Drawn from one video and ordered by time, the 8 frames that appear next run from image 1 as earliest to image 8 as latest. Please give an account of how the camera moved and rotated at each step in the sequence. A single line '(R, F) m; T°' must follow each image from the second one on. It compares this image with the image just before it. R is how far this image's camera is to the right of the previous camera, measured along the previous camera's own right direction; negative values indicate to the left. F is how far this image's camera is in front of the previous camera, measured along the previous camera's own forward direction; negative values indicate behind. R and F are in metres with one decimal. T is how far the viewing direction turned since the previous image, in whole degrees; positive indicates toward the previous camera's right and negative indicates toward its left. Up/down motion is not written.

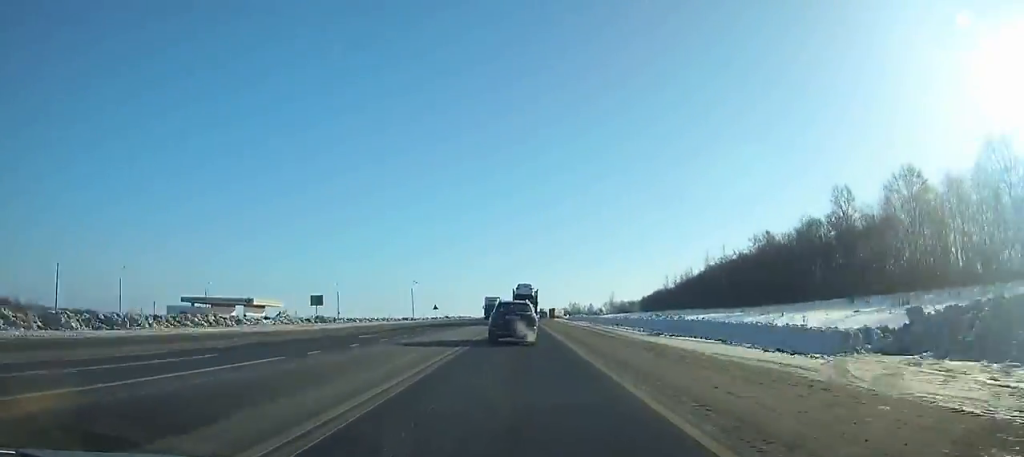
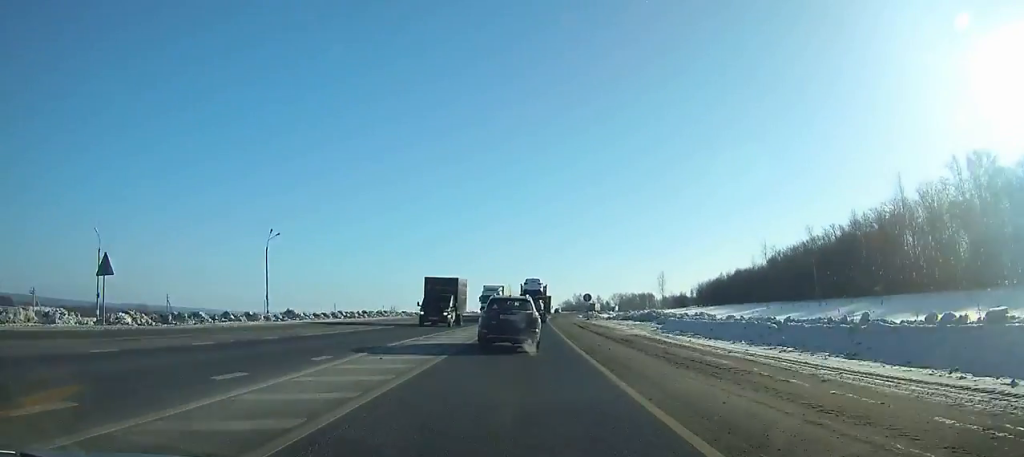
(+0.6, +90.8) m; +1°
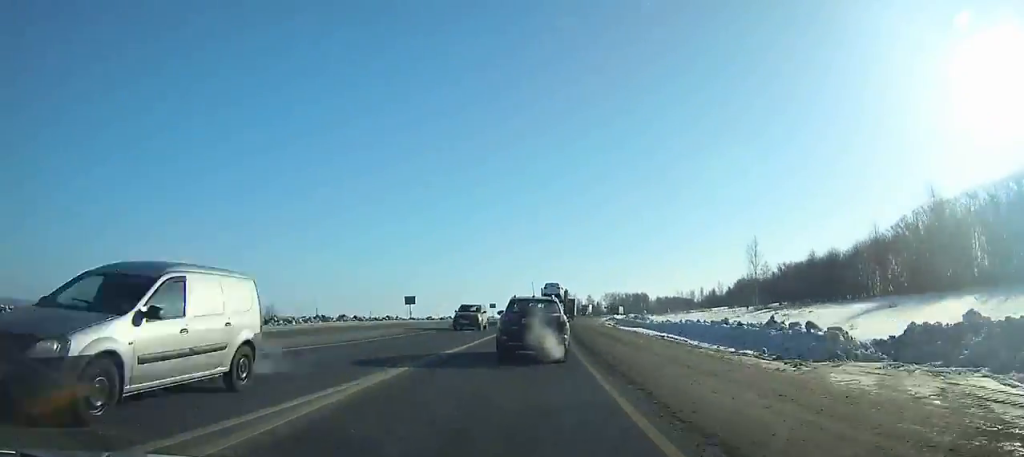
(+1.1, +65.2) m; +3°
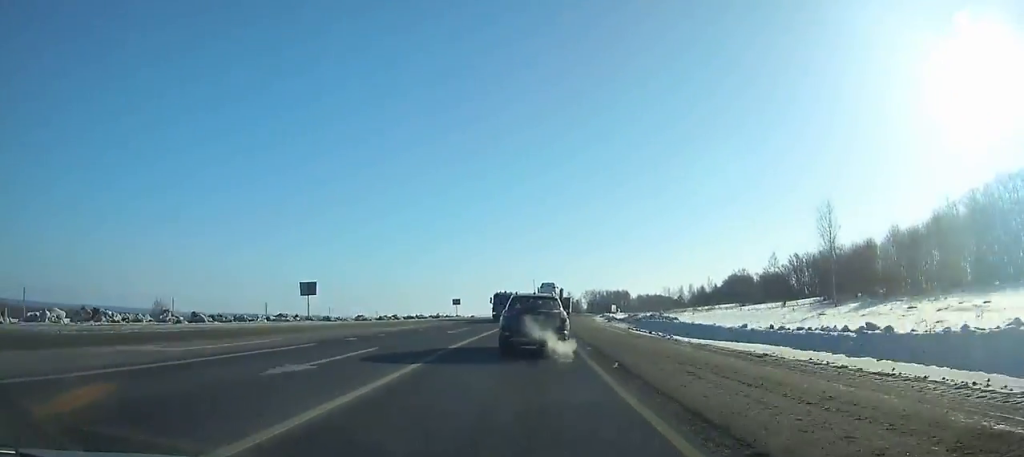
(-0.1, +23.6) m; +1°
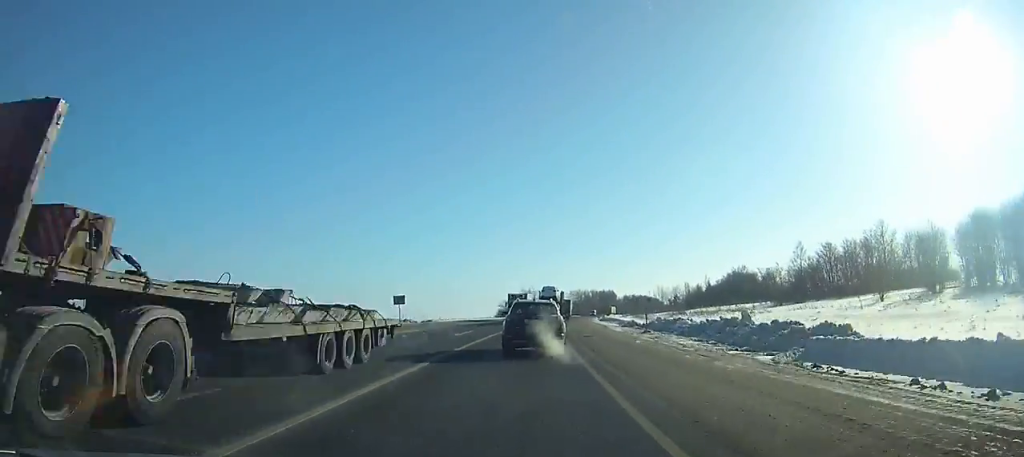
(+0.8, +29.0) m; +2°
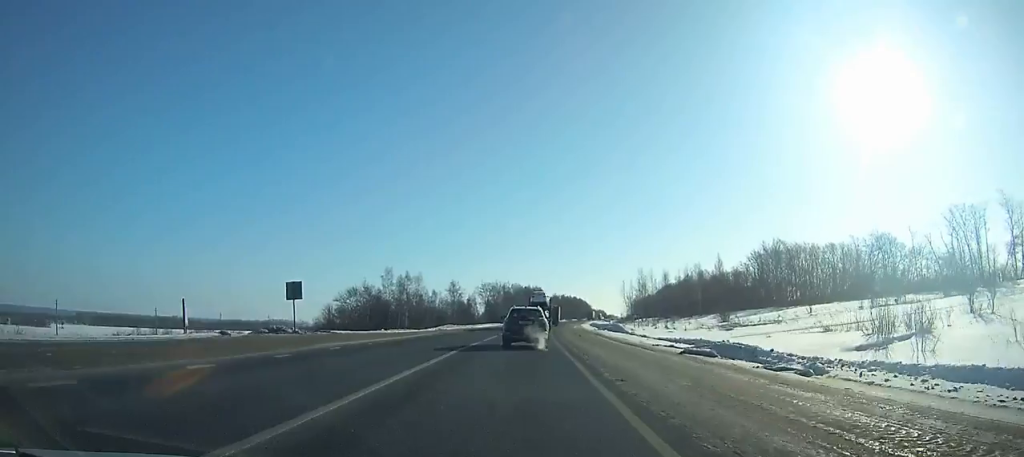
(+9.2, +126.6) m; +8°
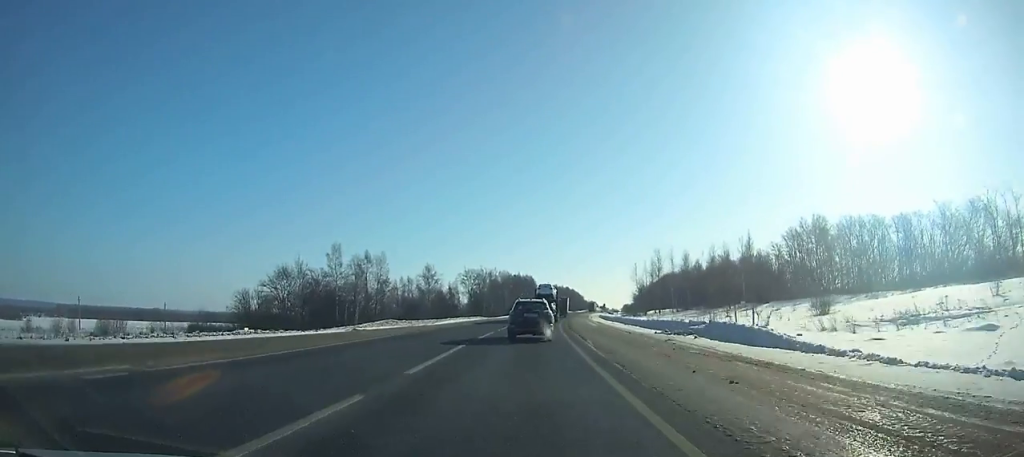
(+0.6, +30.5) m; +2°
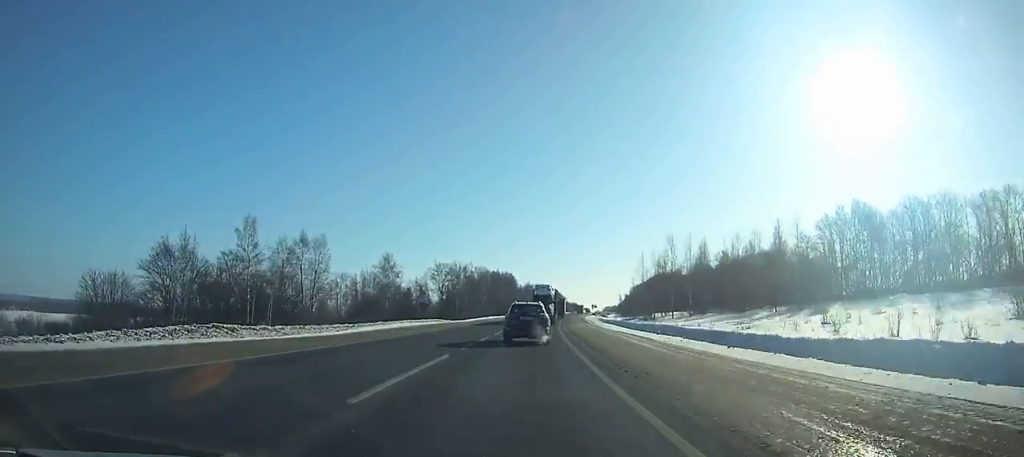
(0.0, +27.1) m; +2°
